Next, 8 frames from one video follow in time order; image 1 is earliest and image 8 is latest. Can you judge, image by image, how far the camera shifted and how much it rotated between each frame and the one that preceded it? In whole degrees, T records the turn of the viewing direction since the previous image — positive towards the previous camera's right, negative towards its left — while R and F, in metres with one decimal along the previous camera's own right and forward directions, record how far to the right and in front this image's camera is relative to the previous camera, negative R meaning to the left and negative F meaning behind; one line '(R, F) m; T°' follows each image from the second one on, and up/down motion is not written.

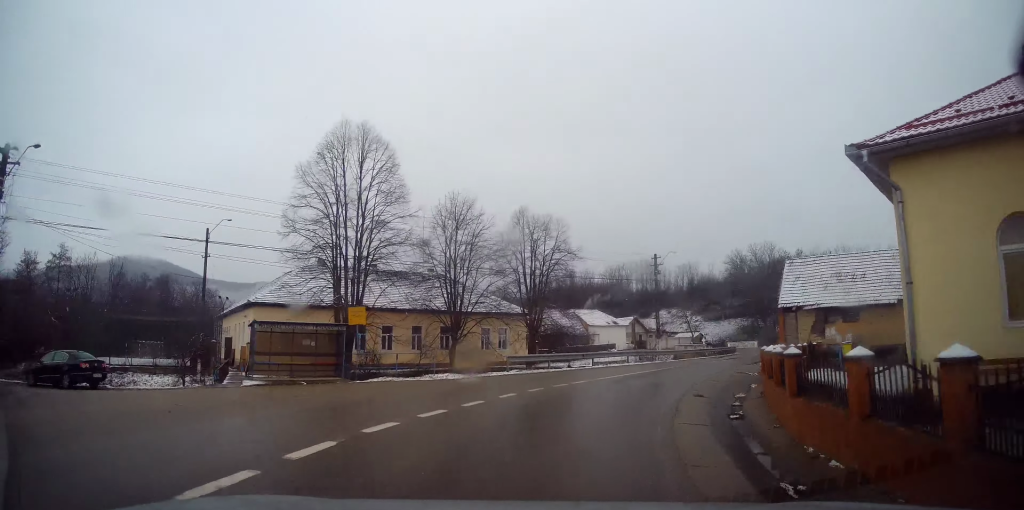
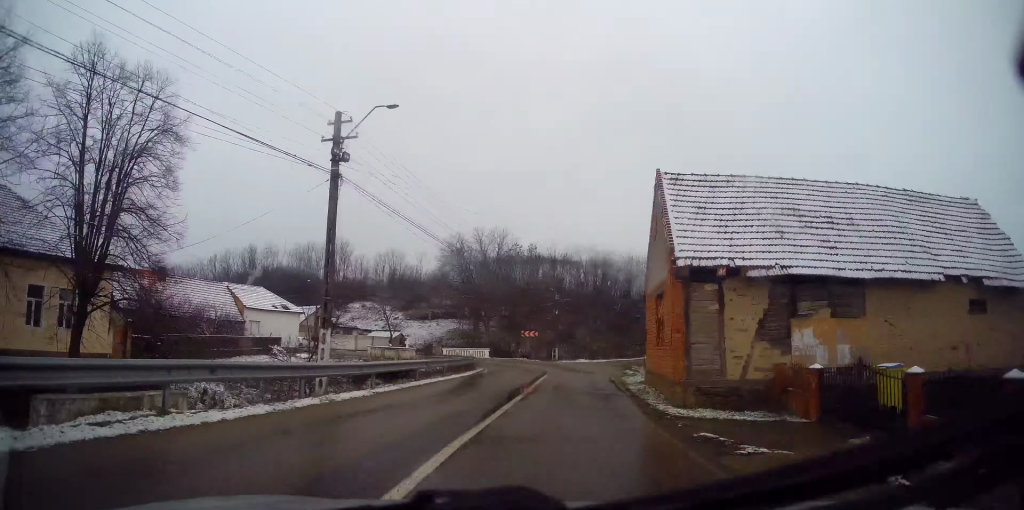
(+6.2, +22.9) m; +30°
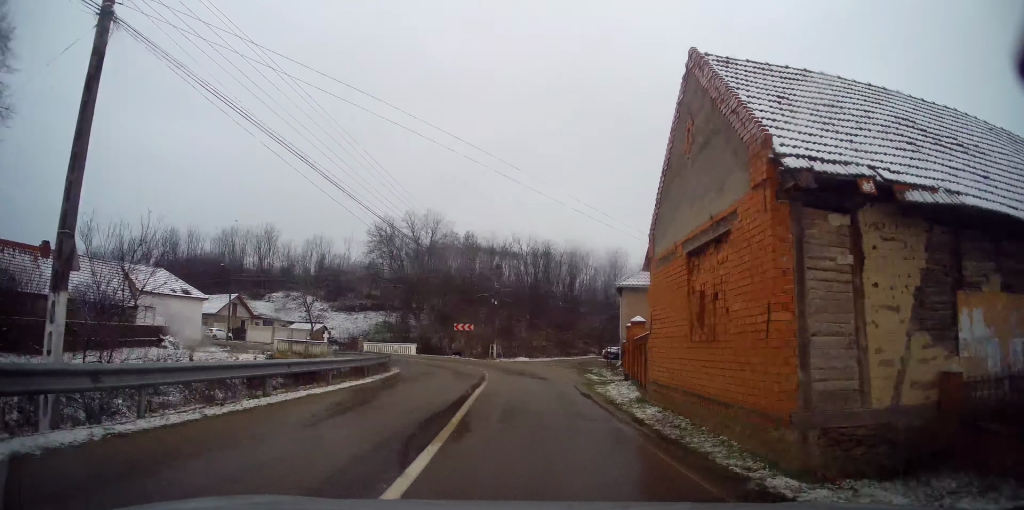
(+0.5, +7.4) m; +7°
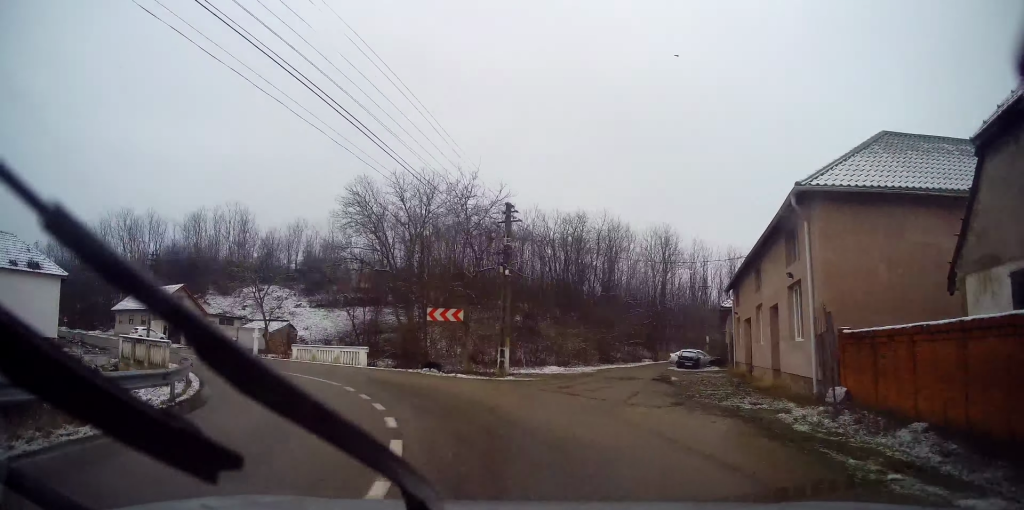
(+0.6, +20.1) m; -6°
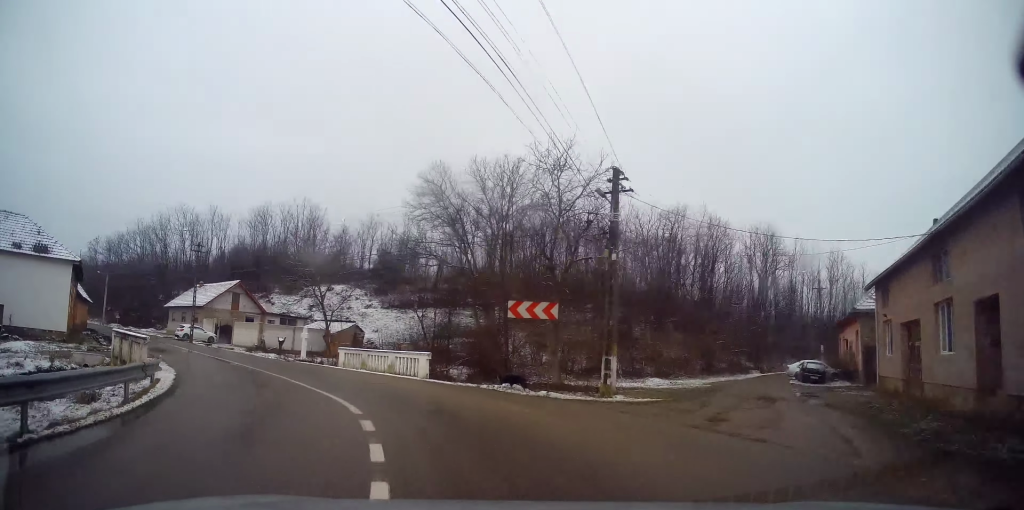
(-0.6, +6.5) m; -10°
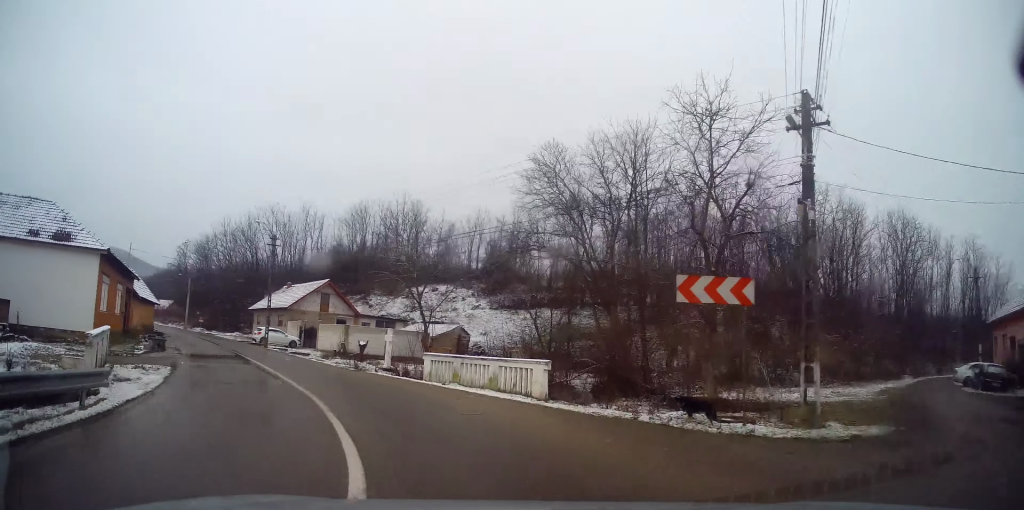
(-0.3, +6.8) m; -11°
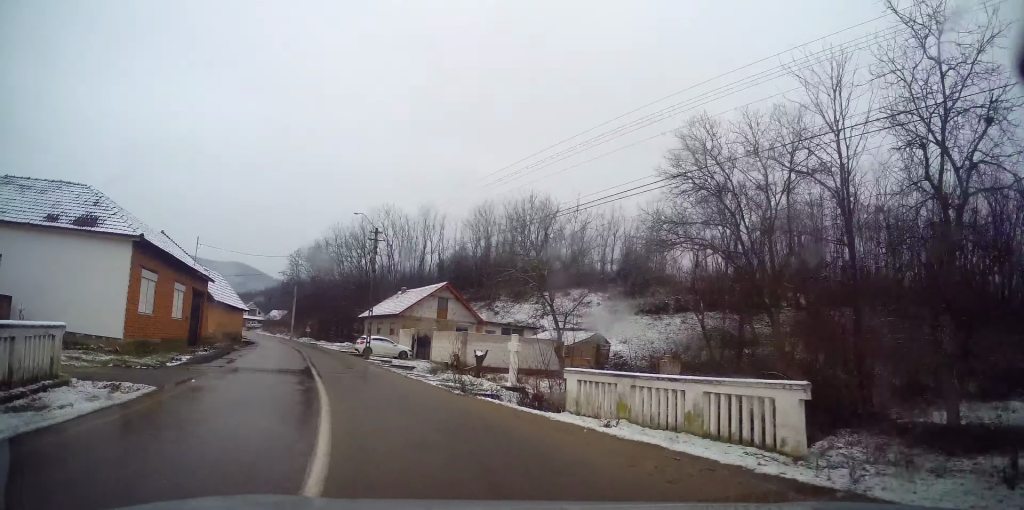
(-1.0, +6.8) m; -12°
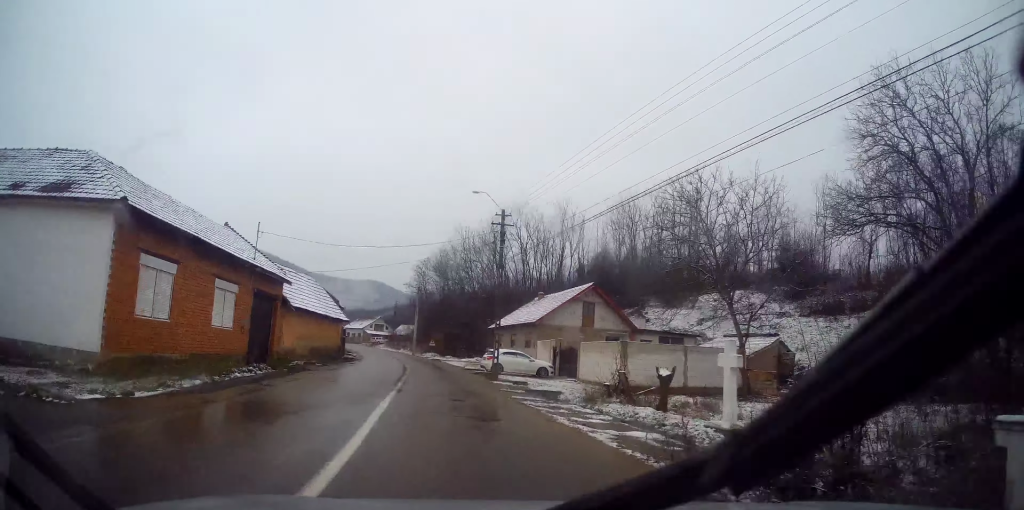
(-1.0, +8.1) m; -10°
